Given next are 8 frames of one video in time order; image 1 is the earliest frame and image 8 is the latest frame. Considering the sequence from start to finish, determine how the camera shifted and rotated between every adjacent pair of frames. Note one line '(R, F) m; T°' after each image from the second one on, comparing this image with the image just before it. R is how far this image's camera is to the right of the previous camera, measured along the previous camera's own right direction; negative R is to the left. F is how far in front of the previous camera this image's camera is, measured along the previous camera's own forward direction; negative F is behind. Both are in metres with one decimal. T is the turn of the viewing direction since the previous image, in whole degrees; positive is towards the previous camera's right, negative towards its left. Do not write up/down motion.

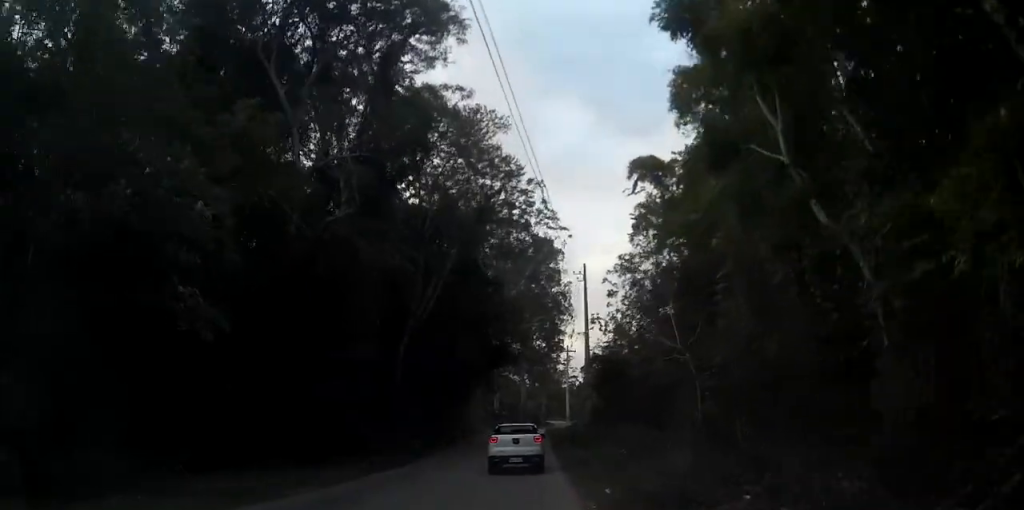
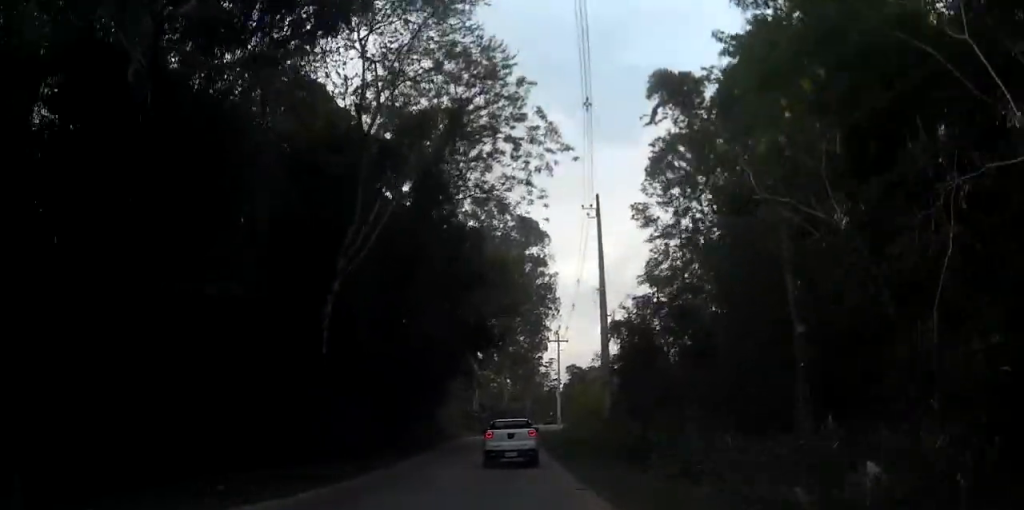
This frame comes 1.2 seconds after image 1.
(+0.2, +11.9) m; +1°
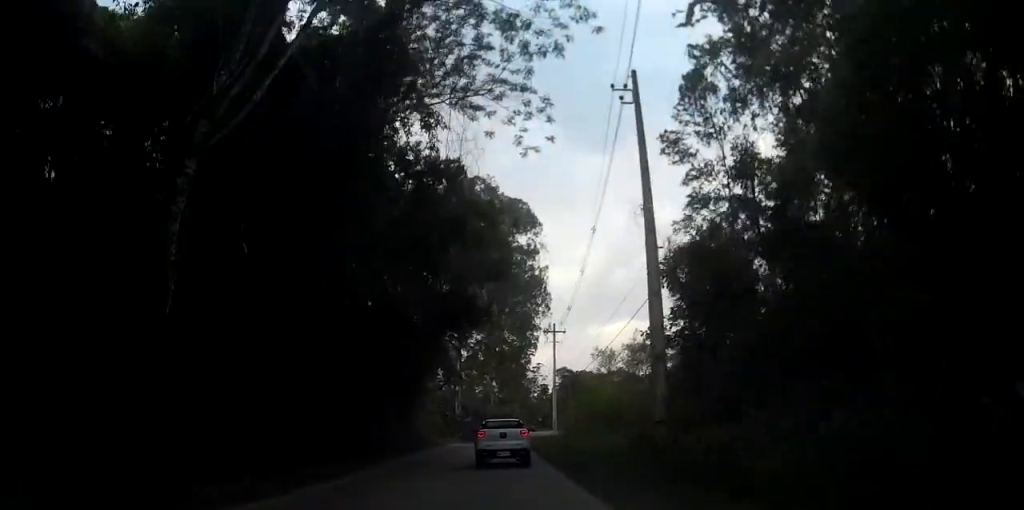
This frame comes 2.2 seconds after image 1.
(0.0, +10.5) m; +2°
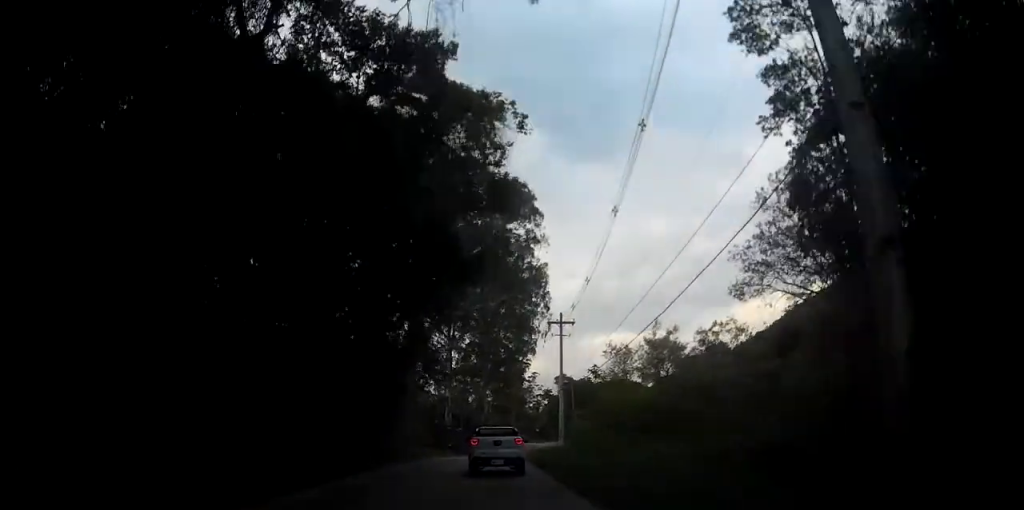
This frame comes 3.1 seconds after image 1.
(+0.2, +10.2) m; +3°
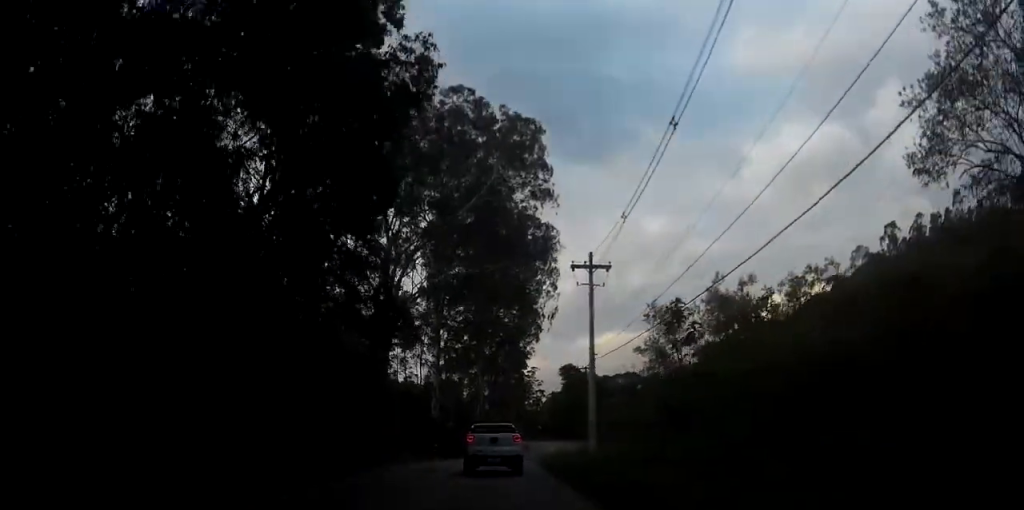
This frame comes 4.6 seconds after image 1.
(+0.5, +16.3) m; +2°
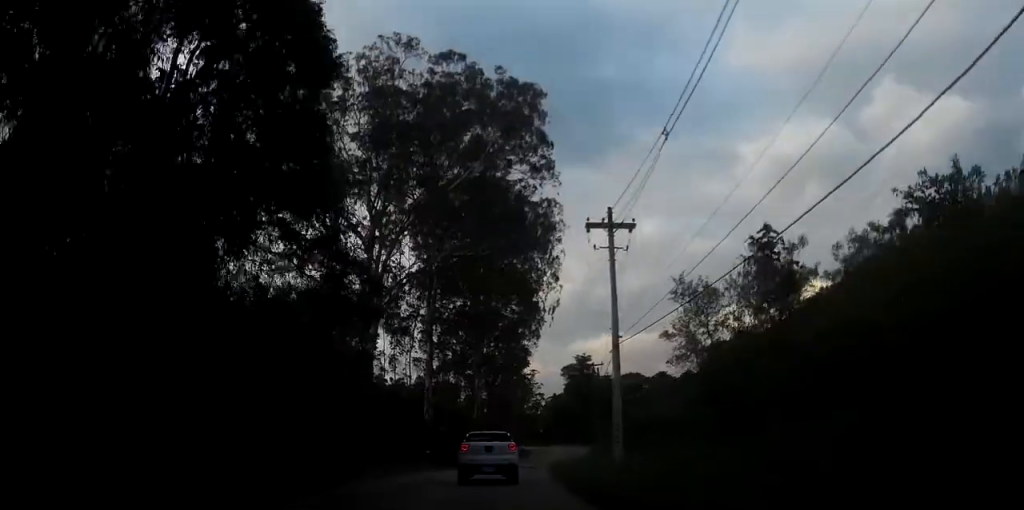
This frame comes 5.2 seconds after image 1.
(0.0, +7.1) m; -1°
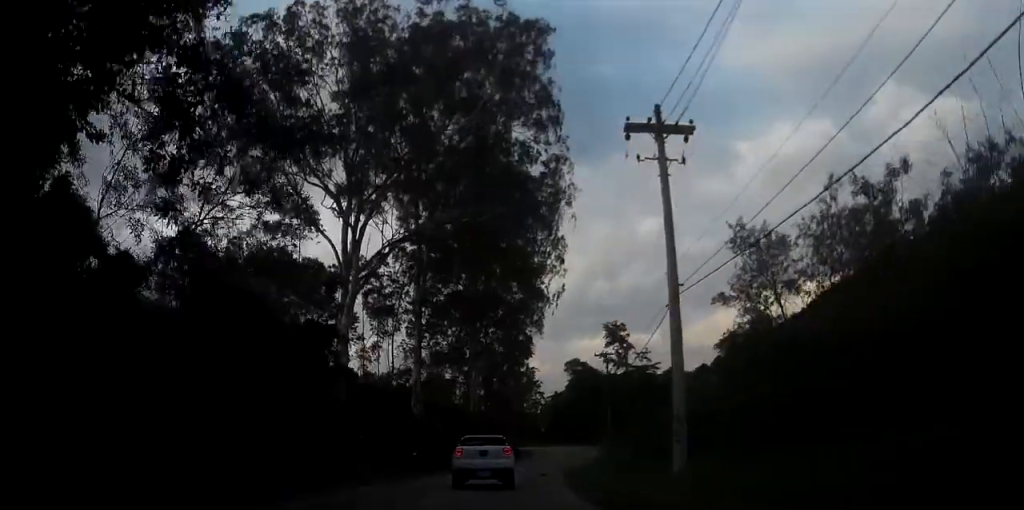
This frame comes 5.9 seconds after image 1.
(0.0, +9.1) m; -1°
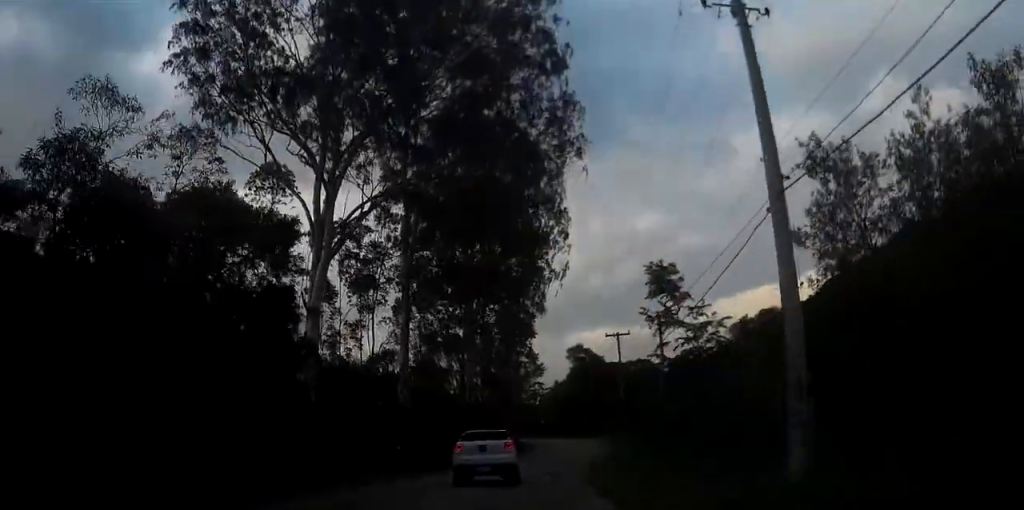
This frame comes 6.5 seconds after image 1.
(-0.2, +7.2) m; -1°
